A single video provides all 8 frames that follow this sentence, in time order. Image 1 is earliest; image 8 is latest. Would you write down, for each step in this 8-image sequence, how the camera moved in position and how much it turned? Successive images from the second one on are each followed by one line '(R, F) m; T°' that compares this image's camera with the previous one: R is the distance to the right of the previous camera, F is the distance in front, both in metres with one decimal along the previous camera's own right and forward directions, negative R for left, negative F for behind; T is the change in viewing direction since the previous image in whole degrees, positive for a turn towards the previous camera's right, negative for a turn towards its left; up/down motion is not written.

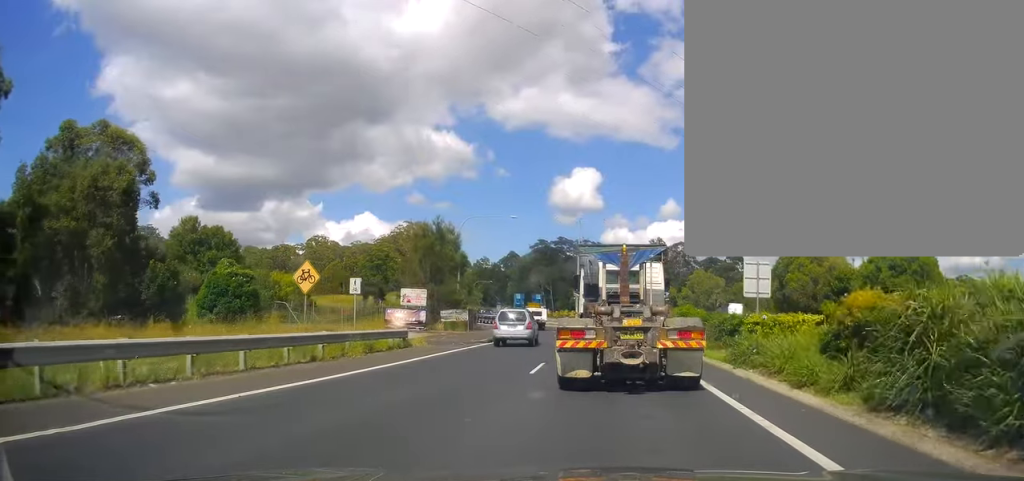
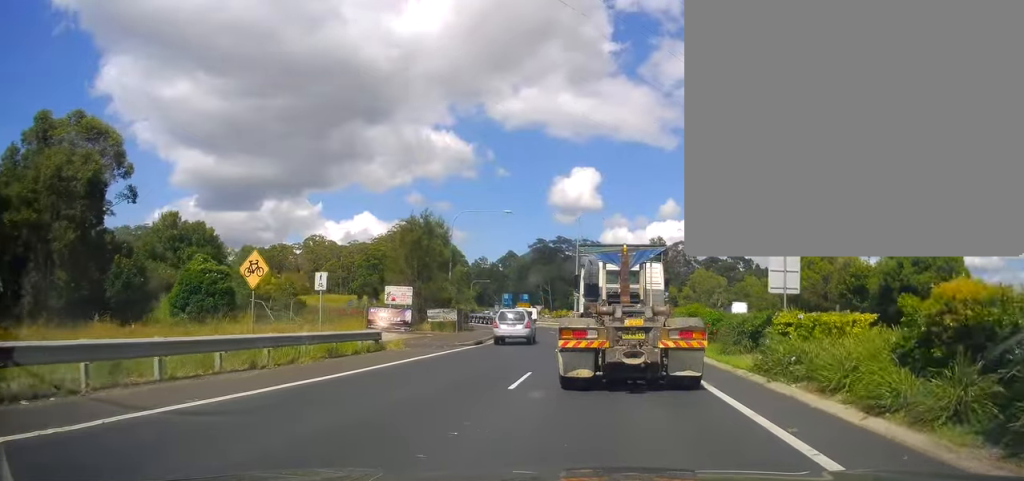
(+0.1, +3.0) m; -3°
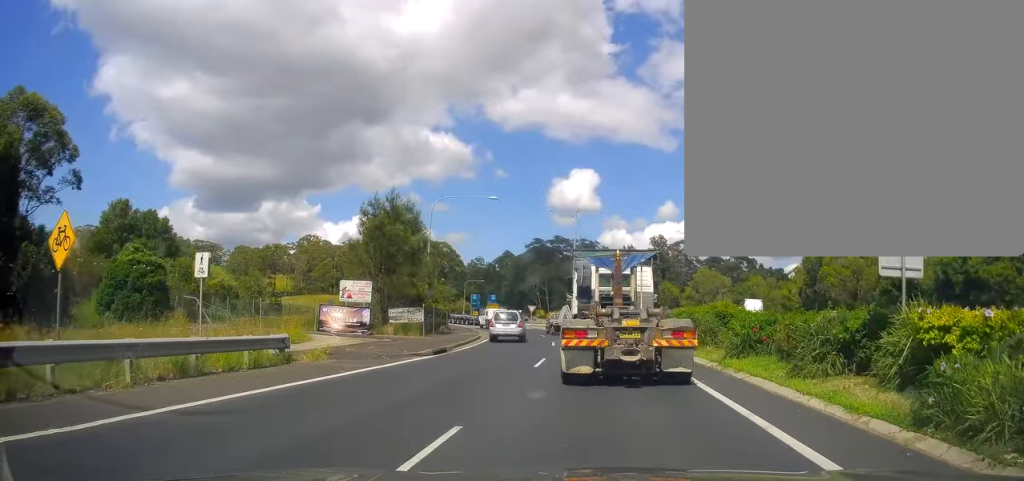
(-0.6, +6.7) m; +1°
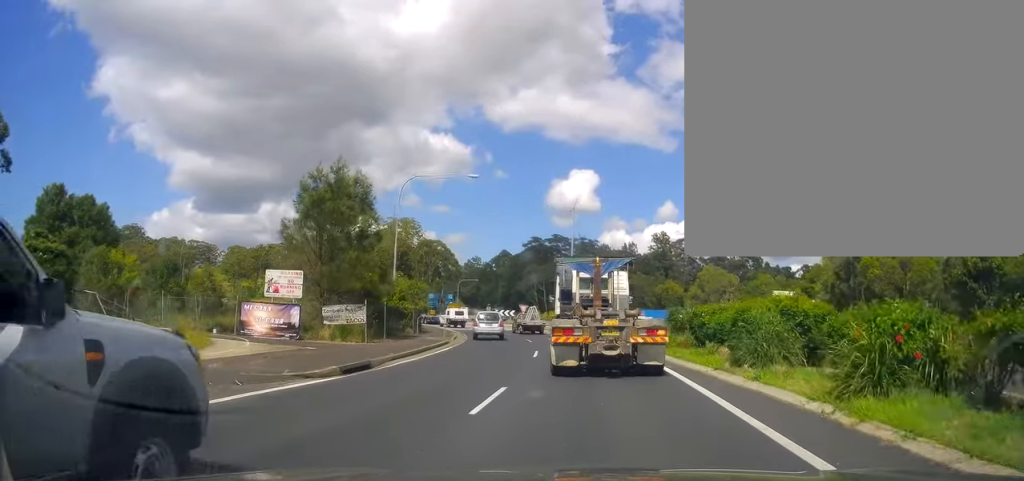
(+0.4, +7.4) m; -3°
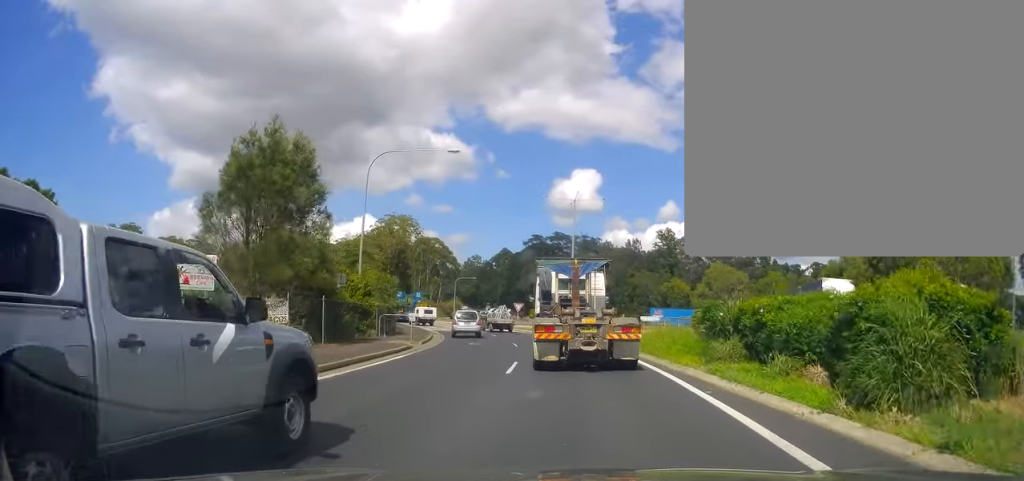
(-0.5, +5.7) m; -2°
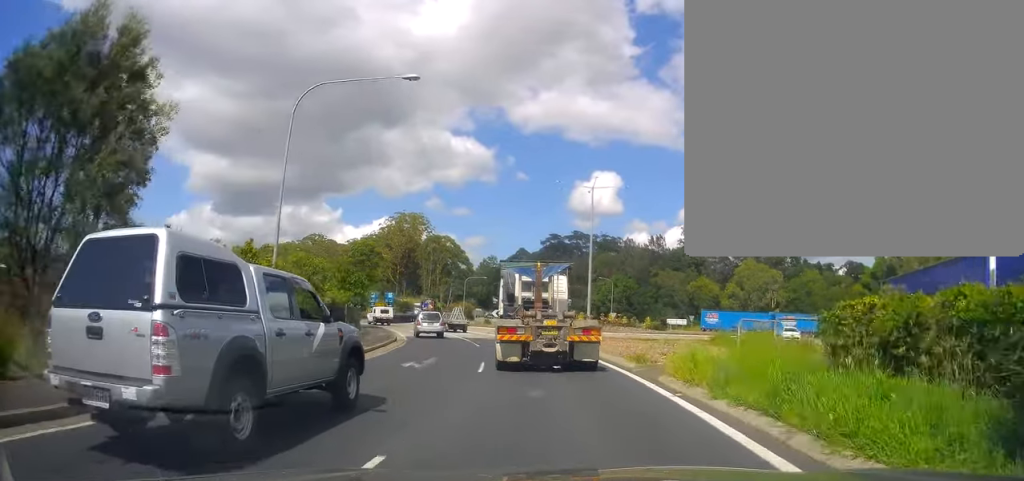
(+0.5, +10.4) m; +3°
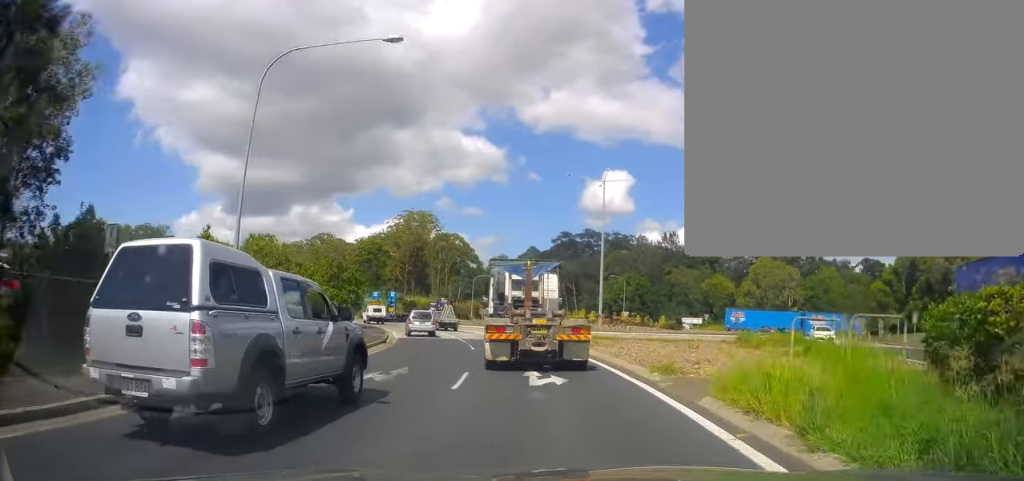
(0.0, +3.3) m; -1°
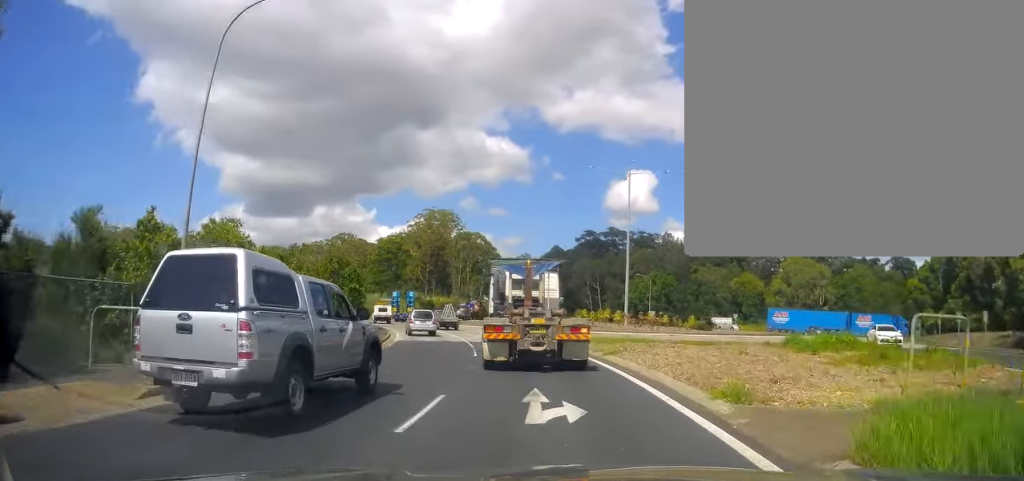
(+0.1, +4.0) m; -2°
